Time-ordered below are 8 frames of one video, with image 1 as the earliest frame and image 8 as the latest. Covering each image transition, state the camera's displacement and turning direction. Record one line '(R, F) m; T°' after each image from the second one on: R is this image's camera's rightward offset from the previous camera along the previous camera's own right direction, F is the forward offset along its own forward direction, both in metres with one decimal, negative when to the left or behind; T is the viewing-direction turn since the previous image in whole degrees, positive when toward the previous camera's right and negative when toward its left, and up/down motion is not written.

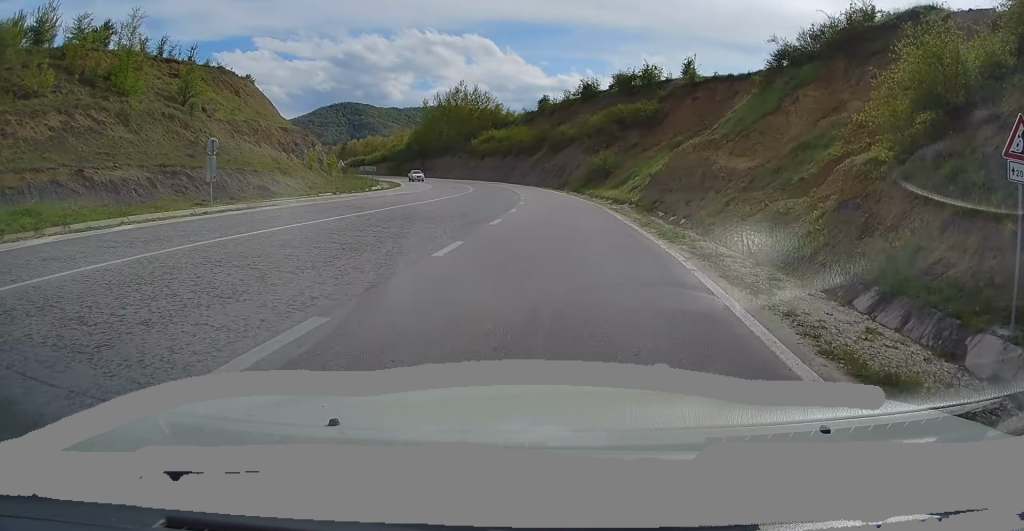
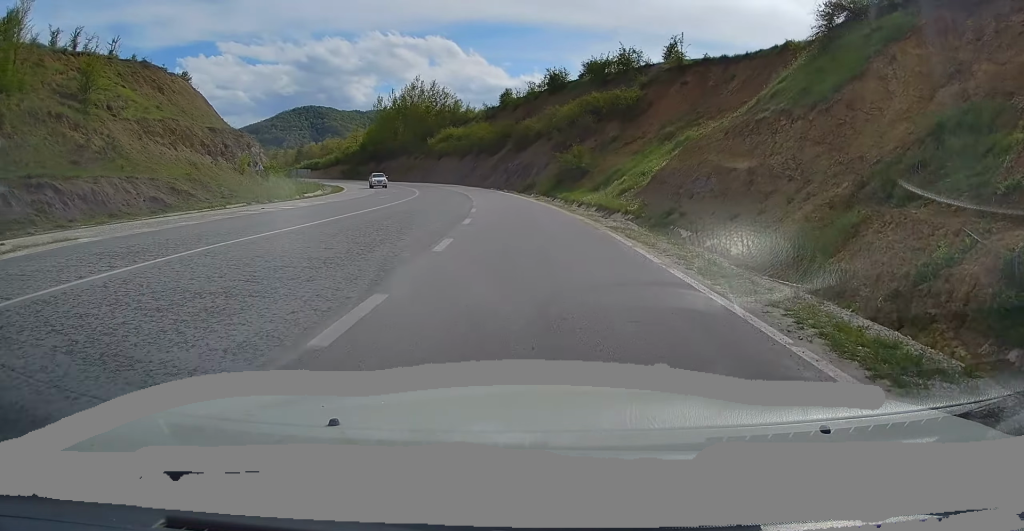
(+0.5, +10.7) m; +4°
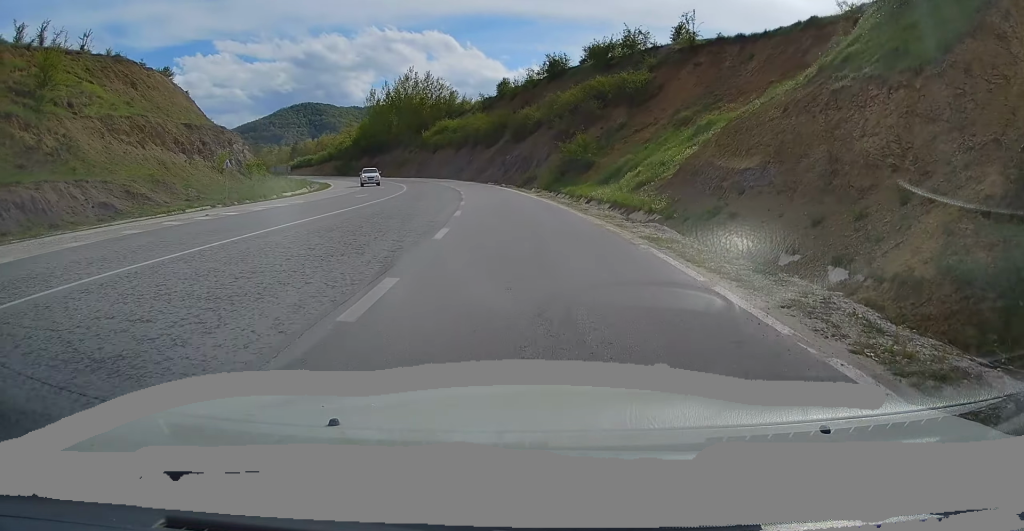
(+0.1, +5.3) m; +1°
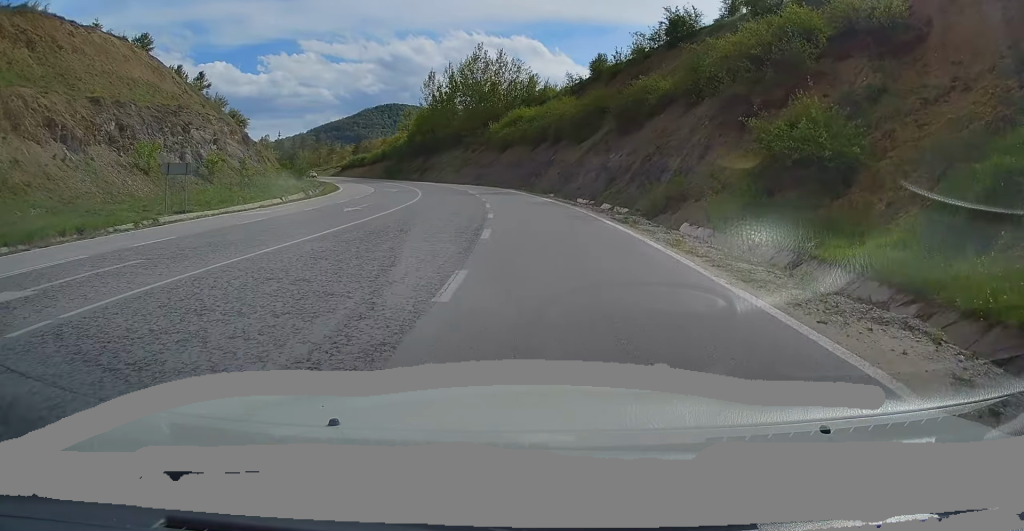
(-1.5, +28.9) m; -7°
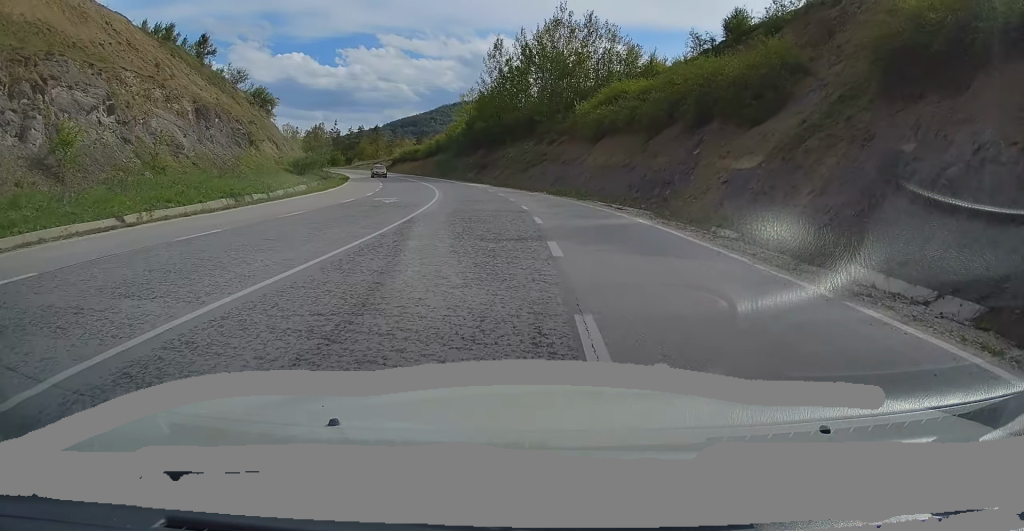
(-1.9, +26.5) m; -7°
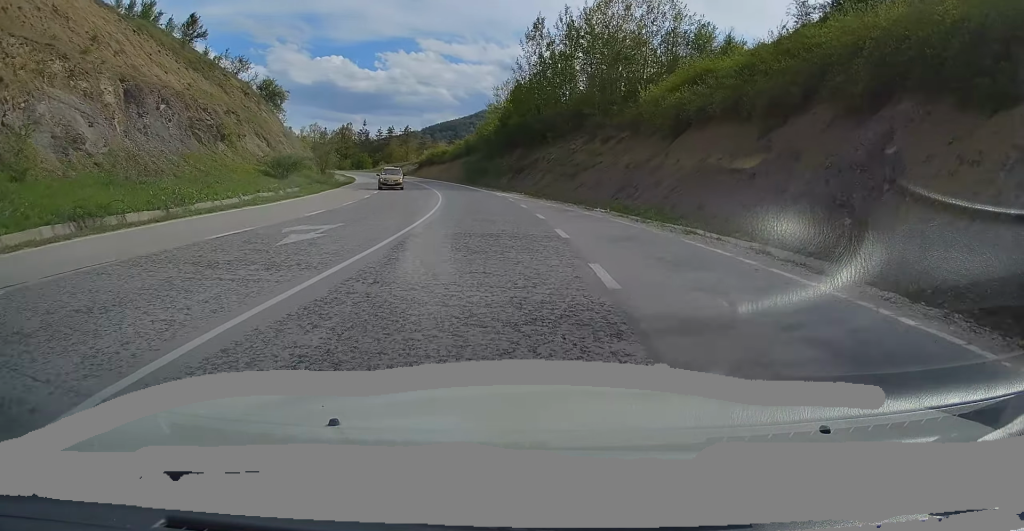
(+0.1, +14.5) m; -3°
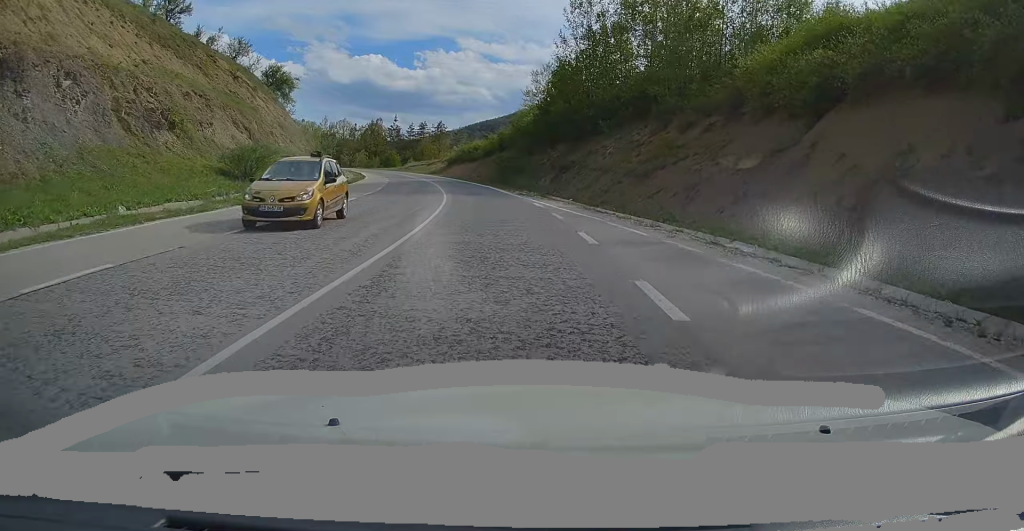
(-0.7, +13.5) m; -5°
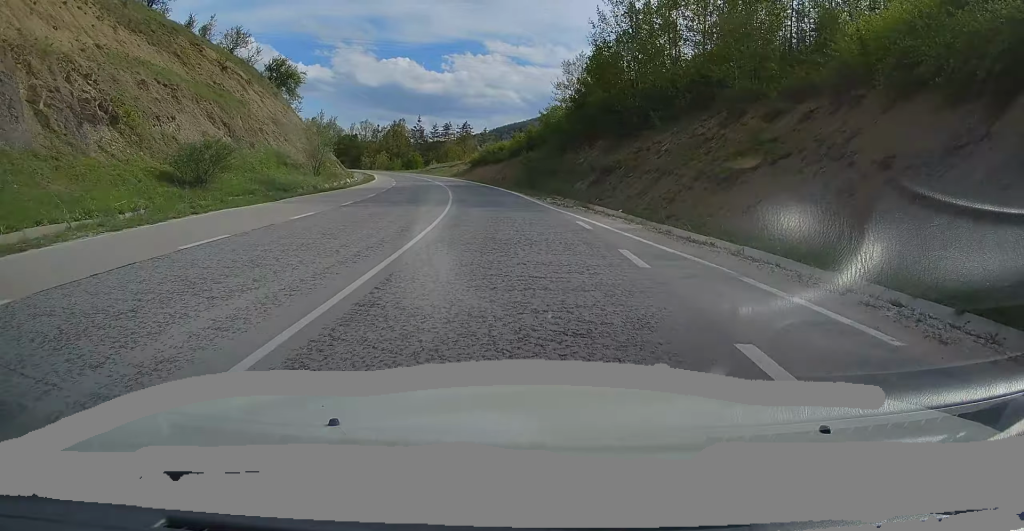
(-0.3, +8.9) m; -2°
